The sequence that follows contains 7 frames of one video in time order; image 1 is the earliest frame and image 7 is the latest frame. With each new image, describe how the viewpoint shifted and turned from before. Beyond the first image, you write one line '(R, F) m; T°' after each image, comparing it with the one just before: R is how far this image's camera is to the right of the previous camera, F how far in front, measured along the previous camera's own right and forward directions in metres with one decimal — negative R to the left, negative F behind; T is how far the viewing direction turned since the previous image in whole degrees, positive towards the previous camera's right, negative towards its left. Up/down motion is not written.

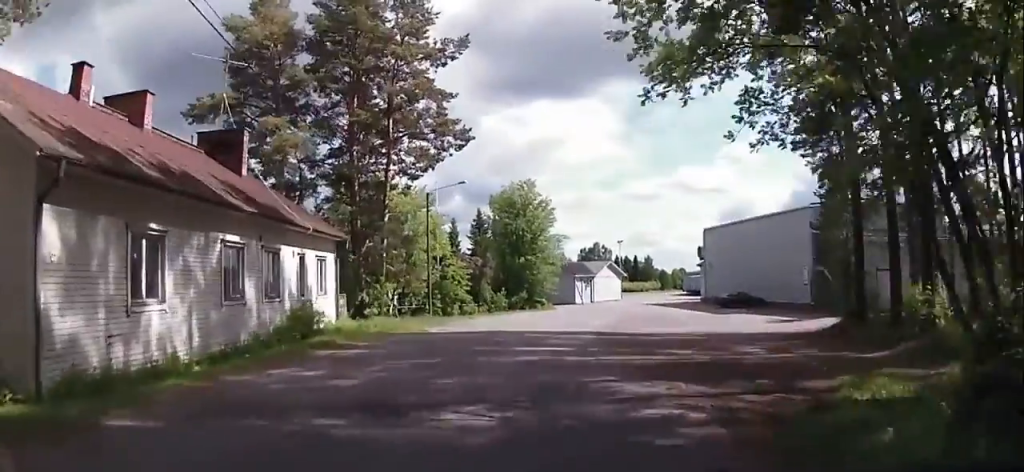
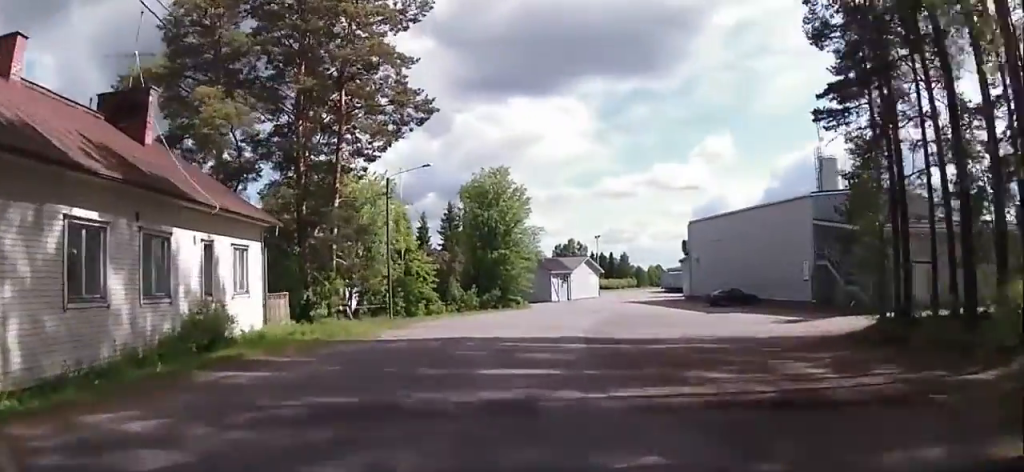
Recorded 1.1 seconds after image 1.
(+0.1, +5.1) m; +4°
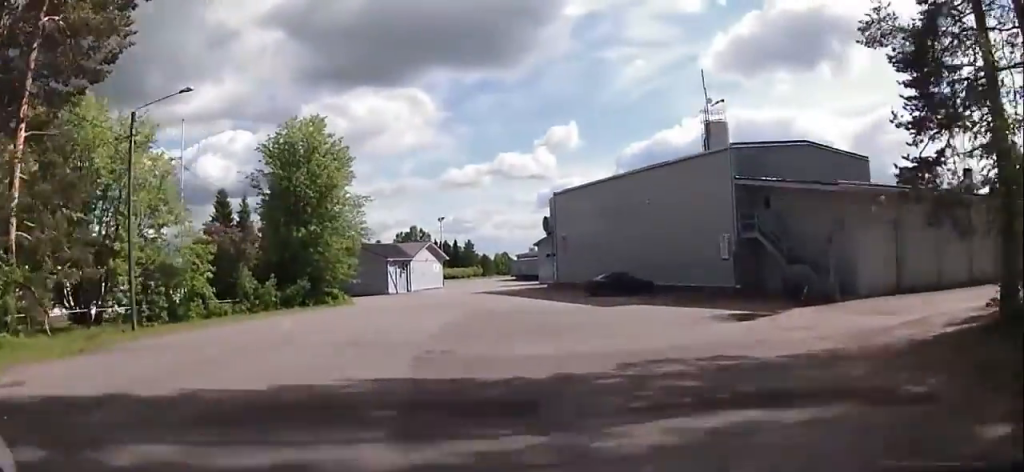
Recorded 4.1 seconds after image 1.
(+1.2, +12.6) m; +13°
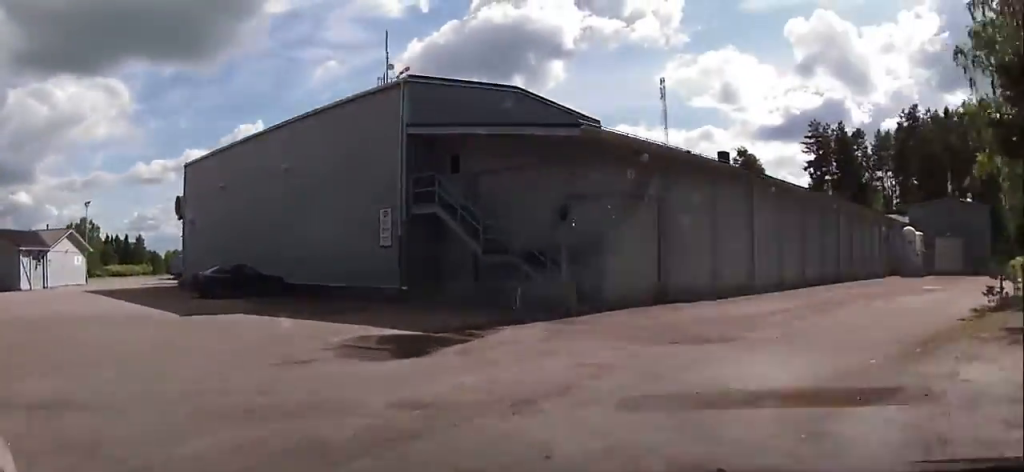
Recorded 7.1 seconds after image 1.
(+1.4, +10.8) m; +5°
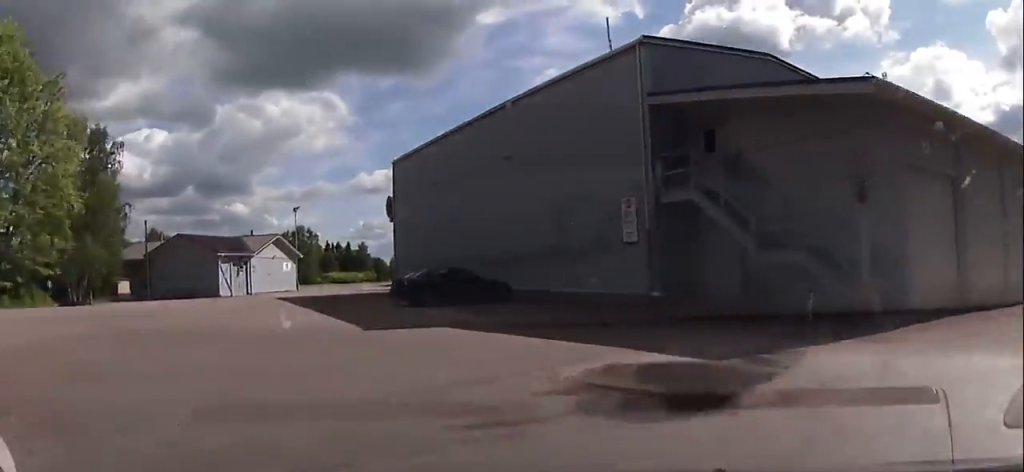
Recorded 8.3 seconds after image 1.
(-0.1, +4.1) m; -19°
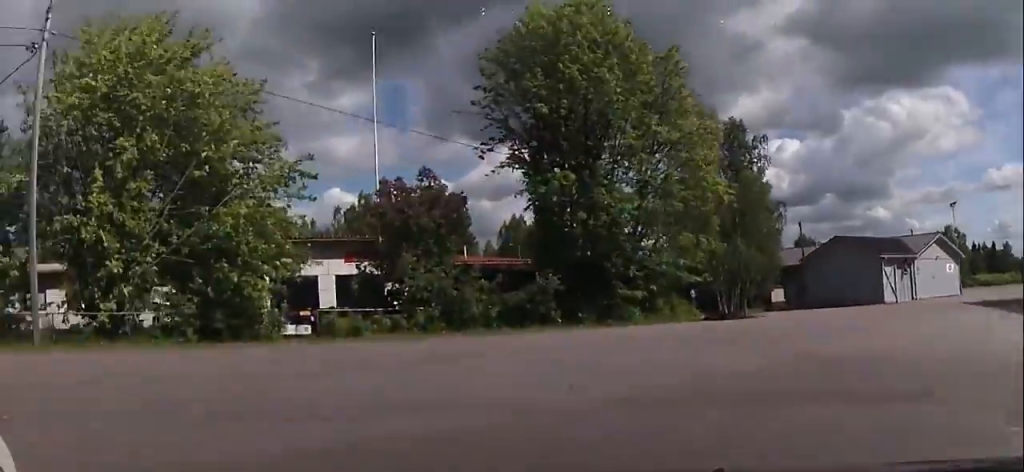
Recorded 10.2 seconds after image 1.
(-1.9, +5.2) m; -53°
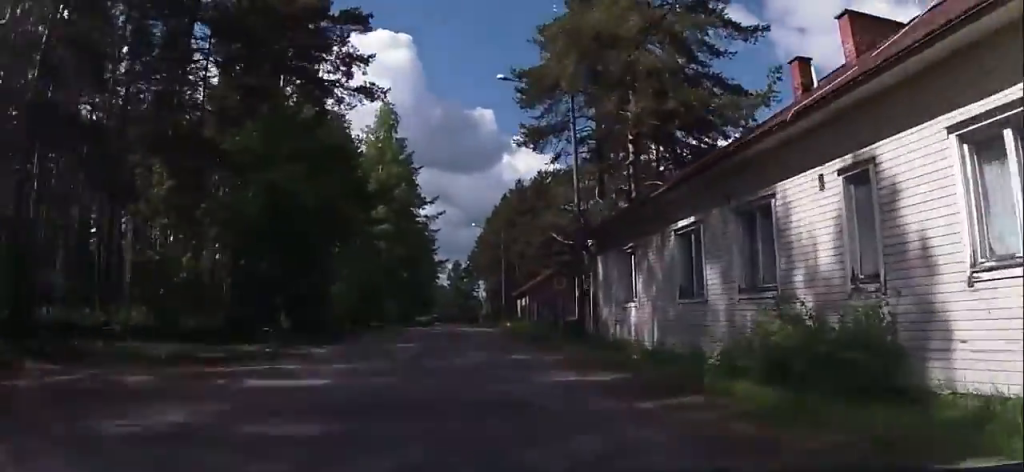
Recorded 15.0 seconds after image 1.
(-15.7, +2.2) m; -121°
